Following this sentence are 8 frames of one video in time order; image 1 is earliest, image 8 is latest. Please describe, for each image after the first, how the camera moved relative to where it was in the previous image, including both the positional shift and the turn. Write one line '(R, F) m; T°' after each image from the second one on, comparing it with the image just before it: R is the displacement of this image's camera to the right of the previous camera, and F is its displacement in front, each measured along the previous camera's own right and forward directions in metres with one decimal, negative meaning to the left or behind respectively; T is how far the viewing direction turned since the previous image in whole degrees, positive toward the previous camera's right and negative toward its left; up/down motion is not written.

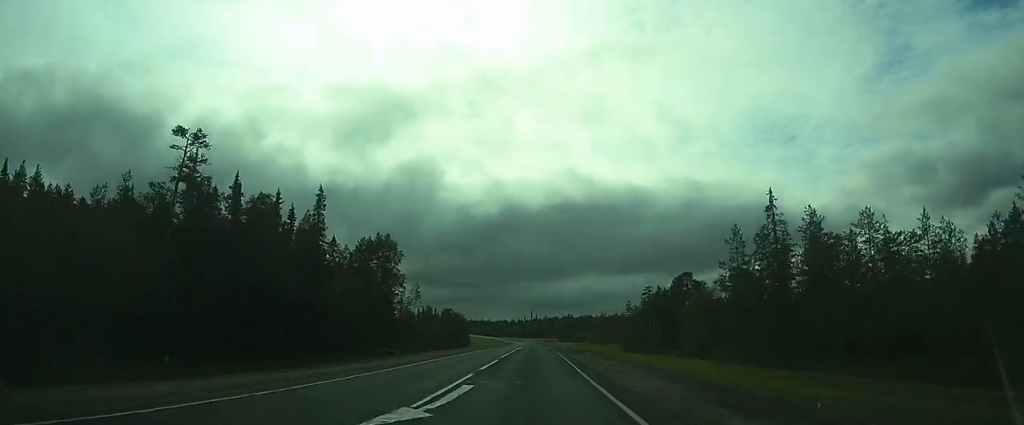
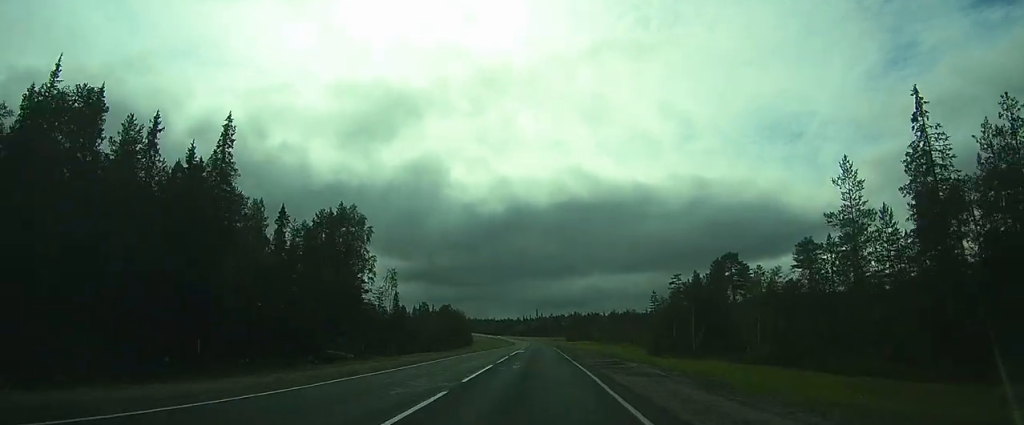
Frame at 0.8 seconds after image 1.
(+0.1, +18.3) m; 0°
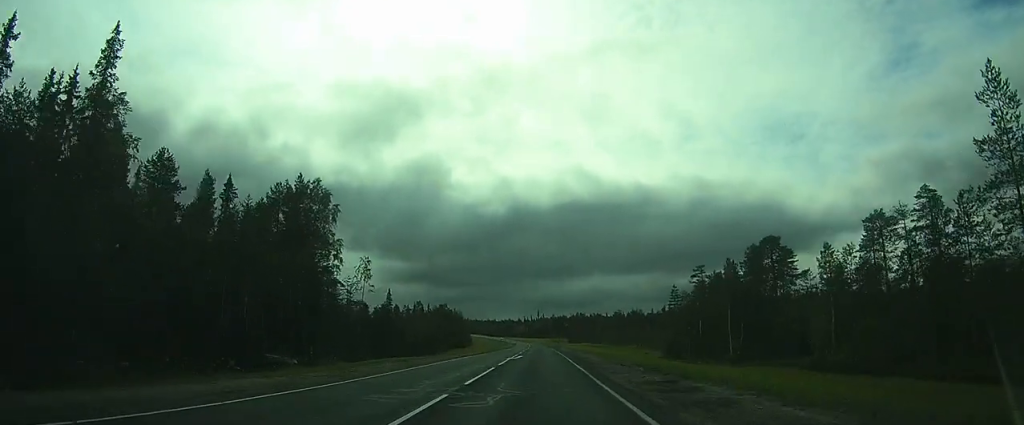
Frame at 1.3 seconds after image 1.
(+0.1, +11.9) m; 0°
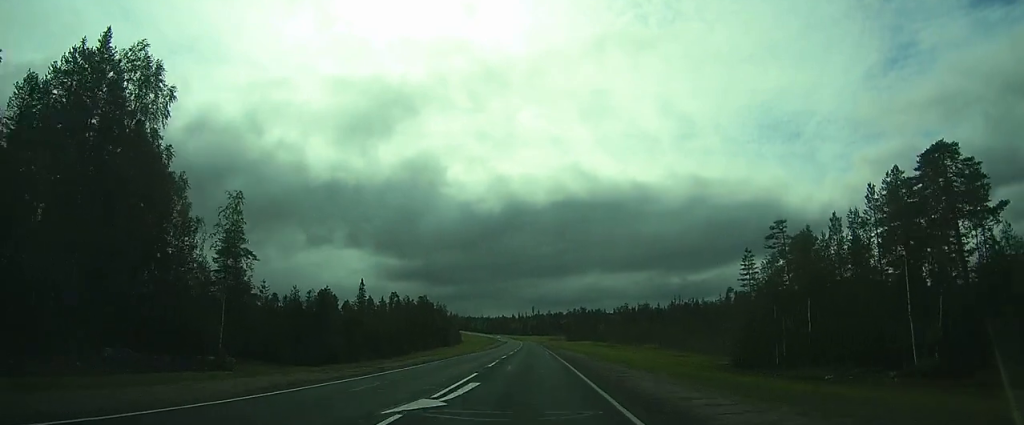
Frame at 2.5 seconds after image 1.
(-0.1, +26.0) m; 0°
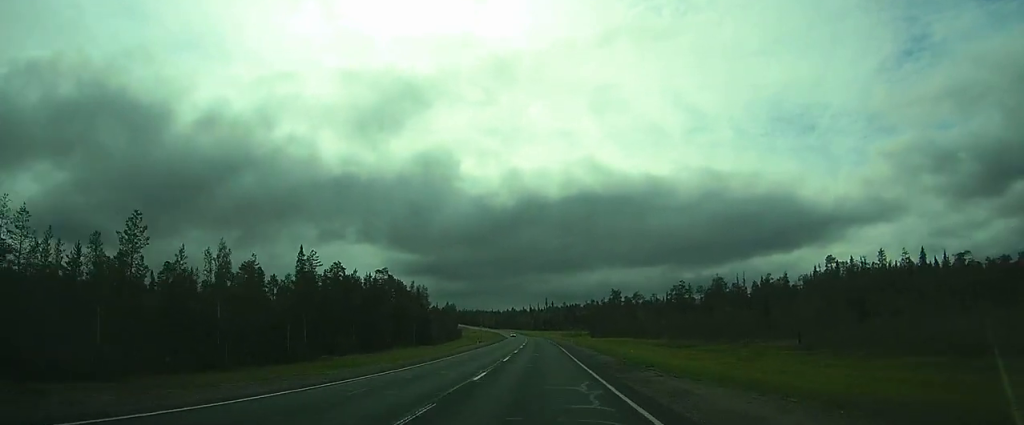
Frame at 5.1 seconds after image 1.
(0.0, +54.8) m; -1°
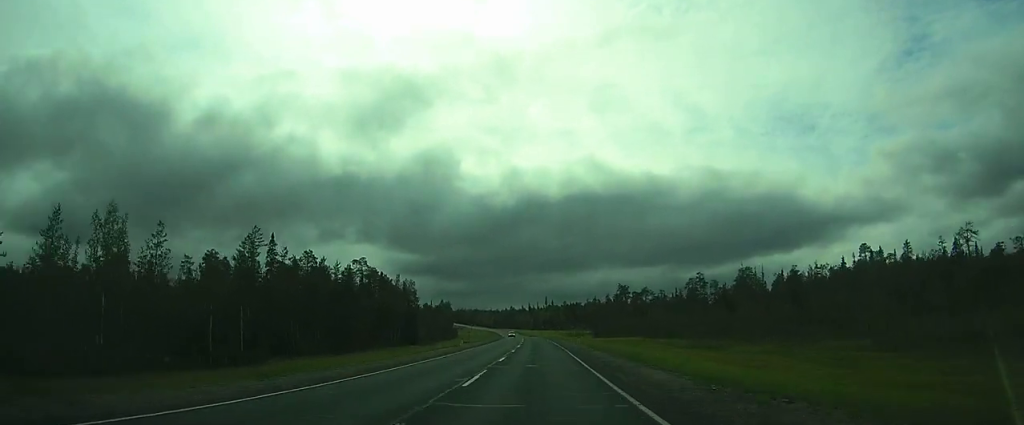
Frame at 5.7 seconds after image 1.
(-0.1, +13.9) m; -1°
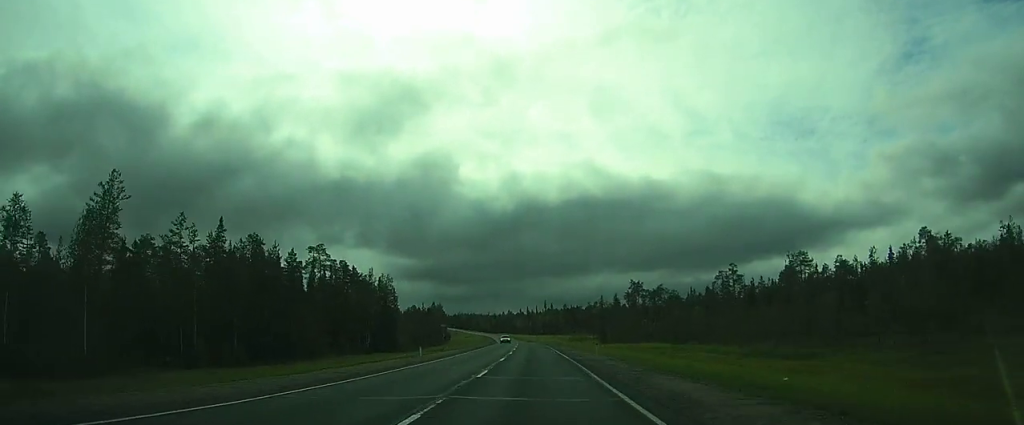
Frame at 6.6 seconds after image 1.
(-0.1, +19.2) m; -1°
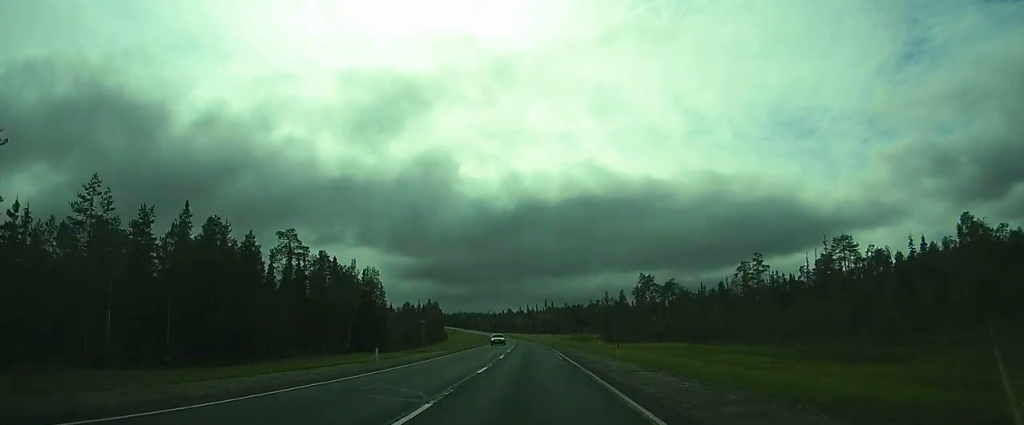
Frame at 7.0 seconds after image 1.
(-0.1, +10.4) m; 0°
